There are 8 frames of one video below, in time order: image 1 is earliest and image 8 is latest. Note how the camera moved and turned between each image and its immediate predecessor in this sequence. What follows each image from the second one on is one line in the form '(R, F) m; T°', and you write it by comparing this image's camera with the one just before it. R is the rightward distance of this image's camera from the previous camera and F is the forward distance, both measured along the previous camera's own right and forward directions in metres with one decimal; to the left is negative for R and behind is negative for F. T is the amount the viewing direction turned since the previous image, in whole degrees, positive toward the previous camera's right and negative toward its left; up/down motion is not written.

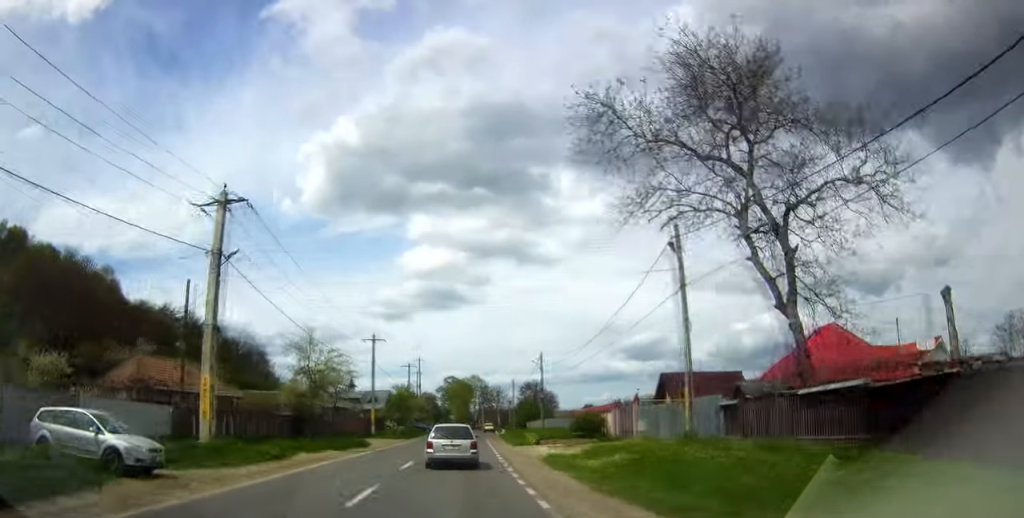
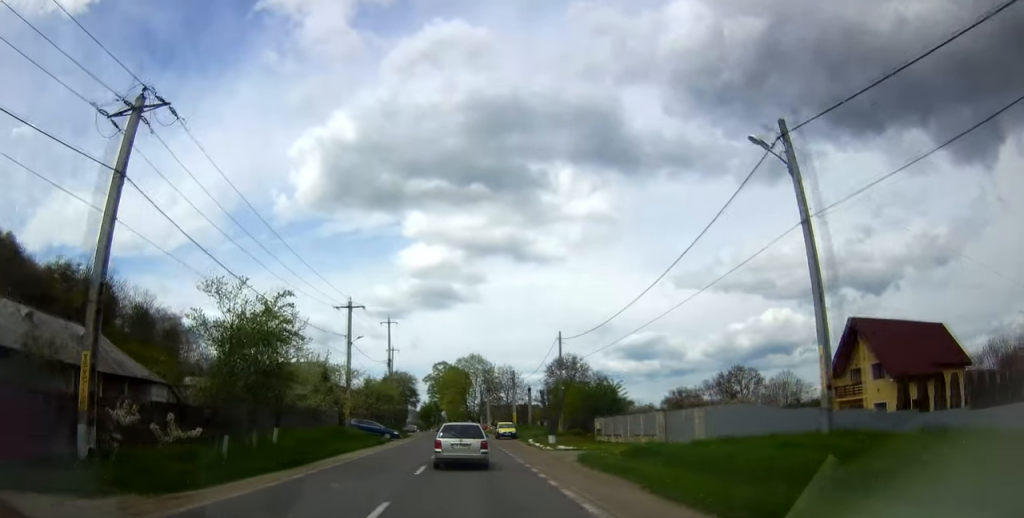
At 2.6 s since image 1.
(+0.3, +49.4) m; -1°
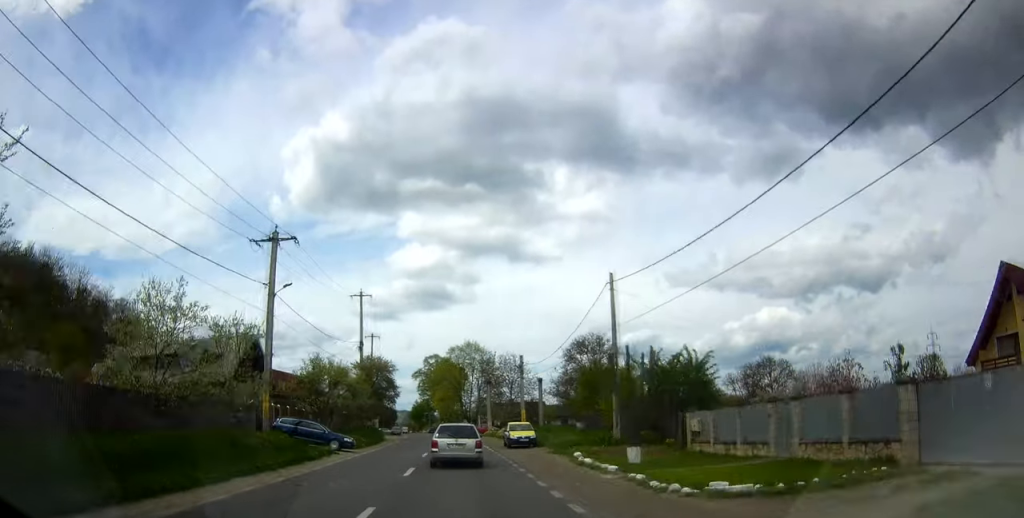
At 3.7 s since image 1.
(-0.1, +18.7) m; 0°
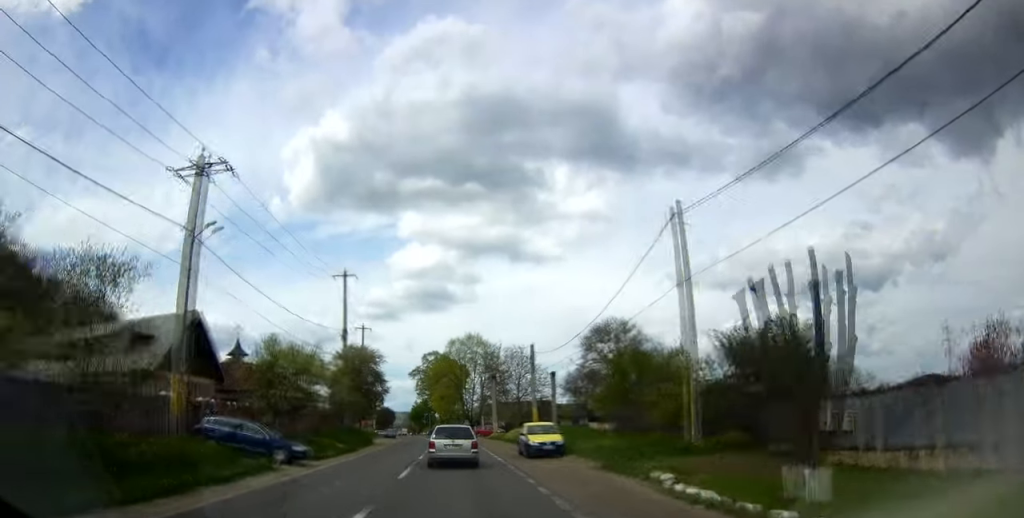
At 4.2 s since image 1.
(-0.2, +9.9) m; 0°
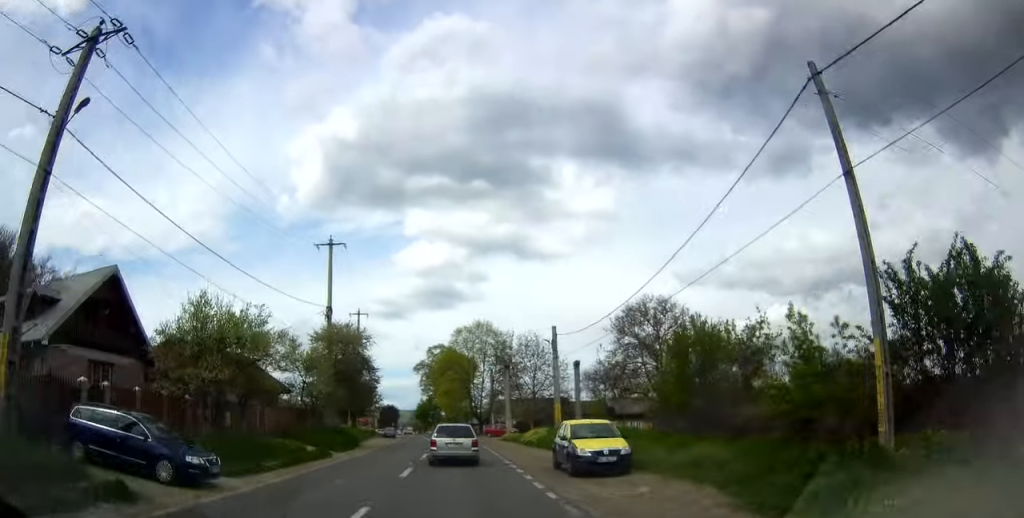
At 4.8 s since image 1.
(+0.1, +9.5) m; 0°
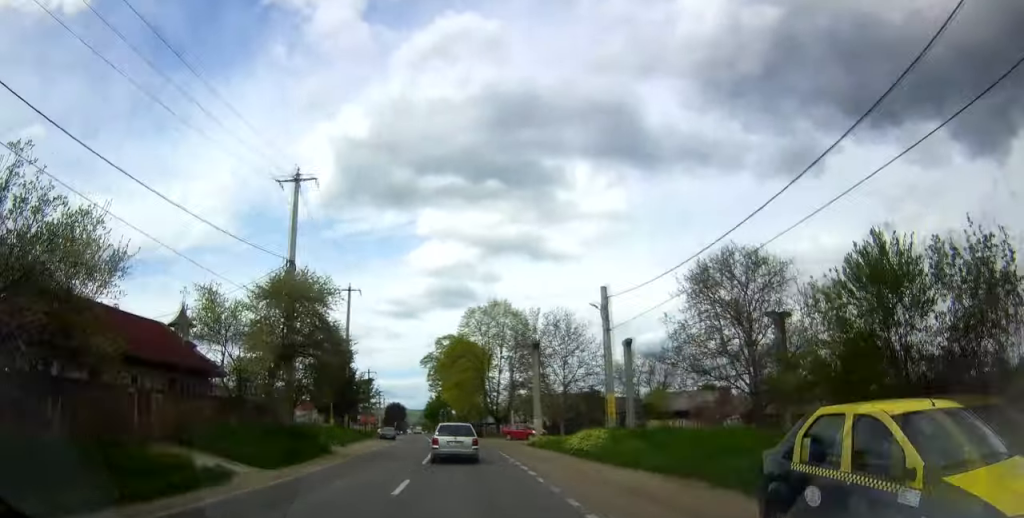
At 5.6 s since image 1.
(+0.2, +13.4) m; 0°
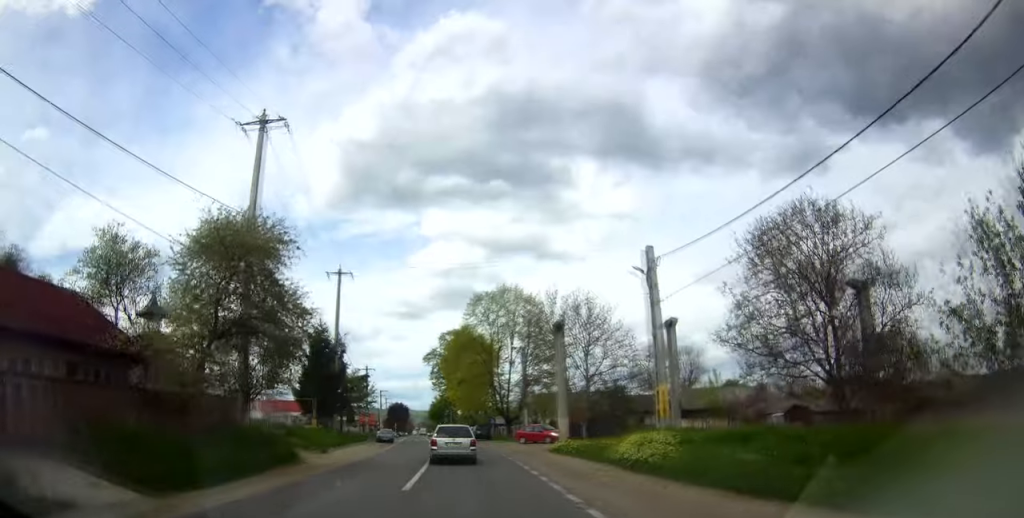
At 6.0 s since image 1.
(-0.1, +7.3) m; 0°
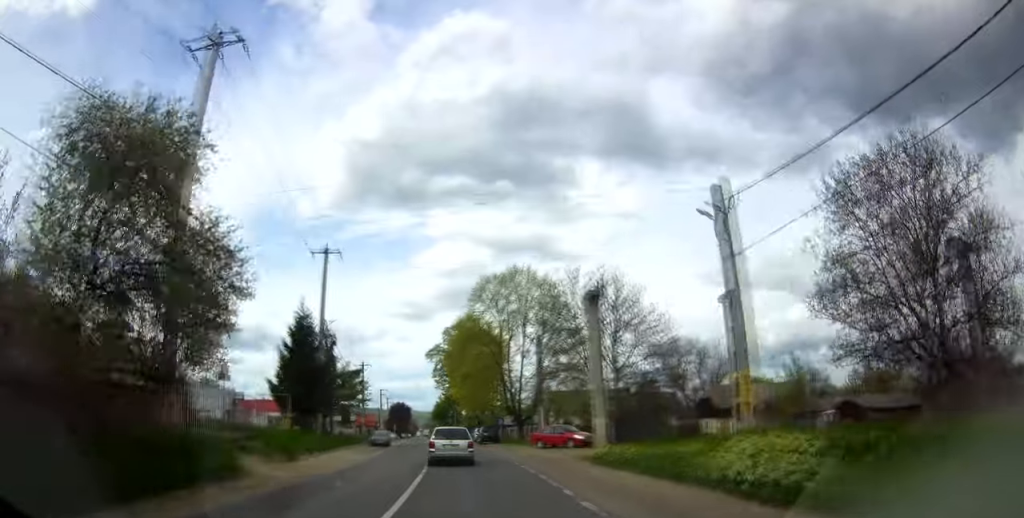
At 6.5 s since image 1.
(0.0, +7.4) m; 0°
